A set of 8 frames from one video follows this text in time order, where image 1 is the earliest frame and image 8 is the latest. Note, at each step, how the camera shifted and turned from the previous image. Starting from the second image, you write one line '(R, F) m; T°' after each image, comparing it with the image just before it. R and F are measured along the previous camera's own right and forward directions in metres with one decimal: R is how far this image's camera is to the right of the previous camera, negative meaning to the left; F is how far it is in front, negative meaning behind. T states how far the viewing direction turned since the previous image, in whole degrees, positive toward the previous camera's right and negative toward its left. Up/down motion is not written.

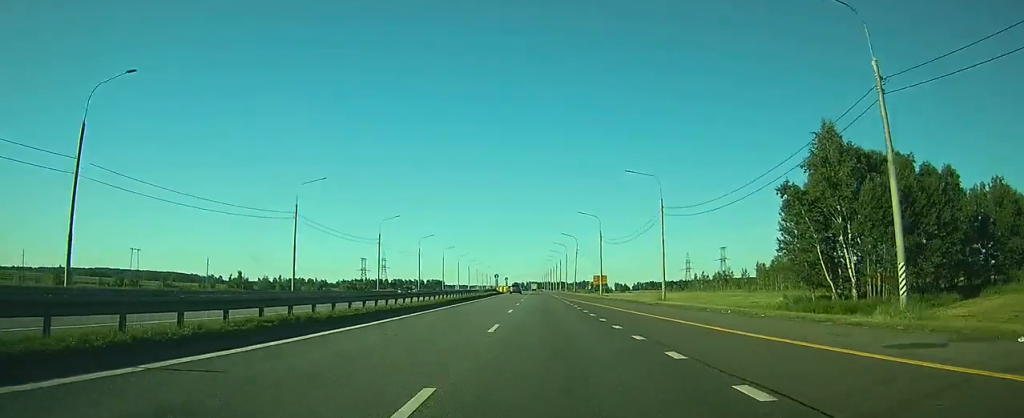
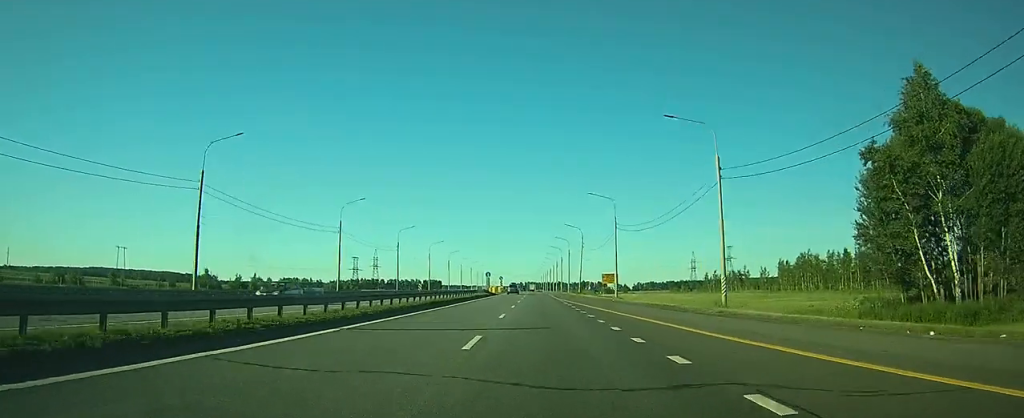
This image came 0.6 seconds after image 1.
(0.0, +16.5) m; 0°
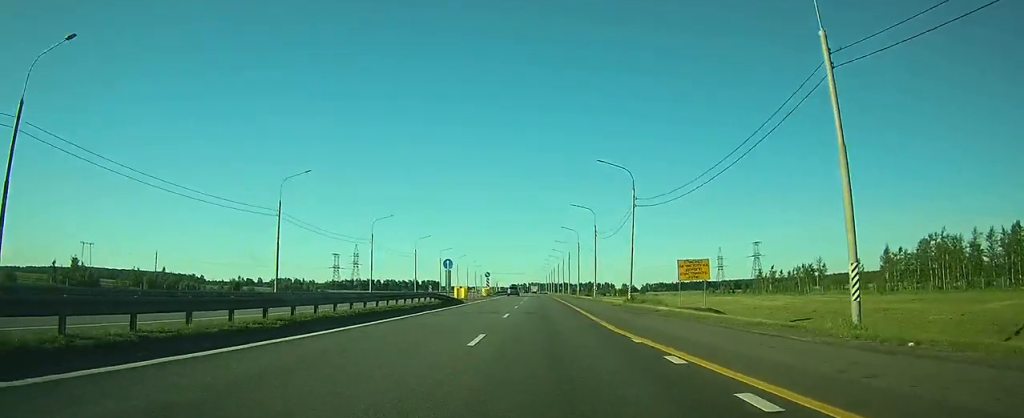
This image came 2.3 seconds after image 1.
(-0.1, +47.1) m; 0°
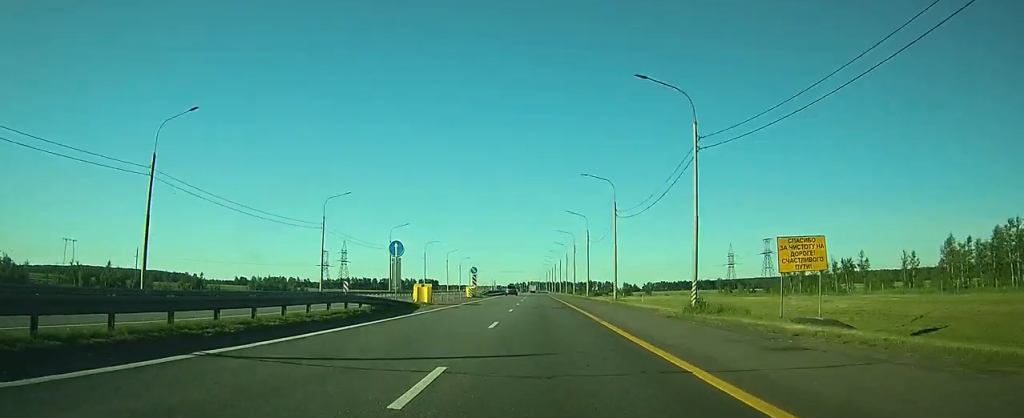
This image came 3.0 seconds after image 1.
(0.0, +18.7) m; 0°
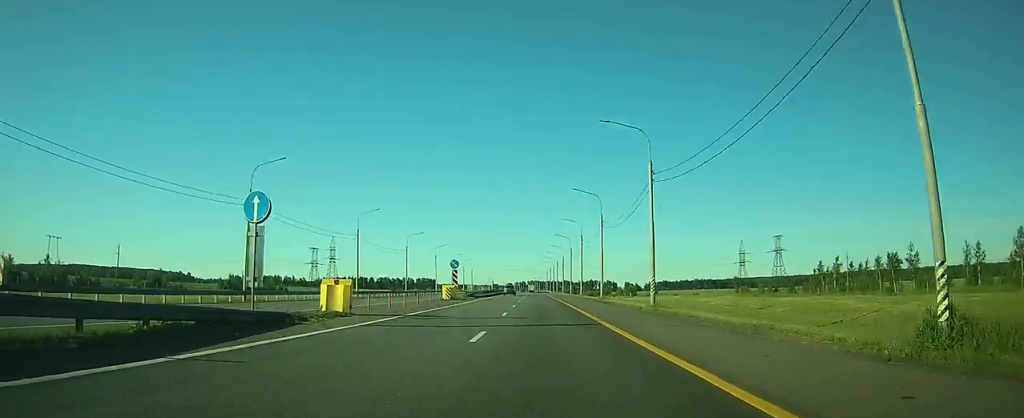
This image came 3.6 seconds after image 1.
(0.0, +16.9) m; 0°
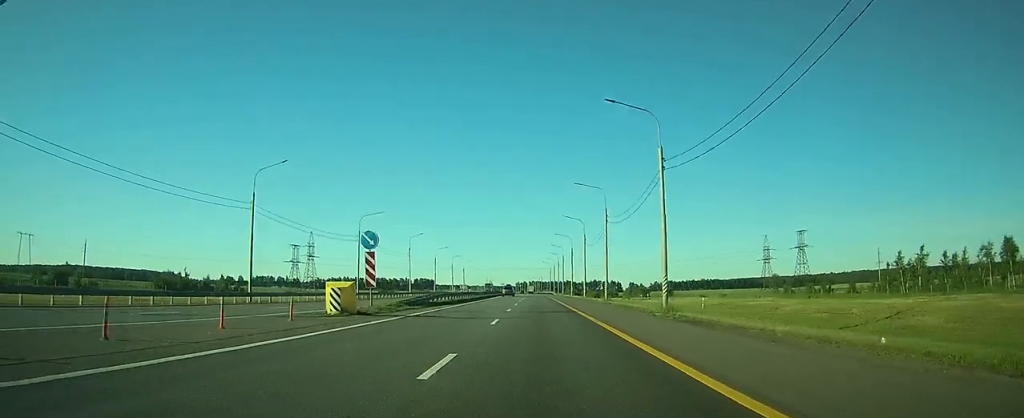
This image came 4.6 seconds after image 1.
(-0.2, +29.3) m; 0°
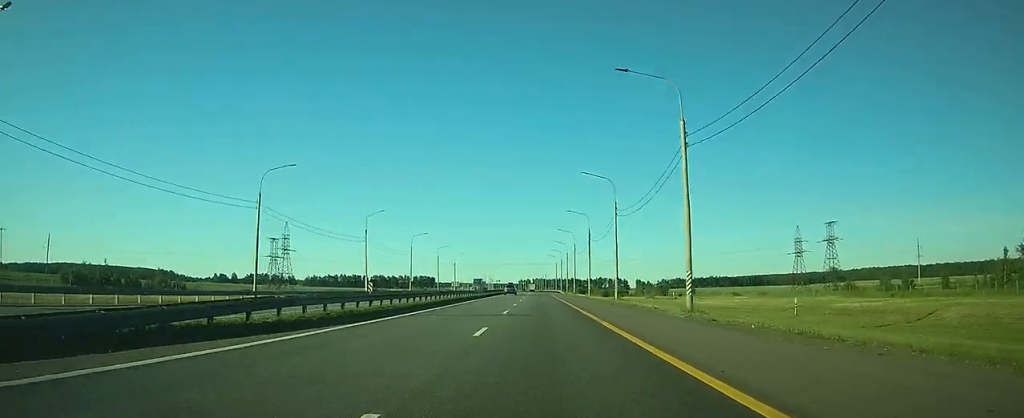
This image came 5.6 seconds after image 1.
(0.0, +29.4) m; 0°
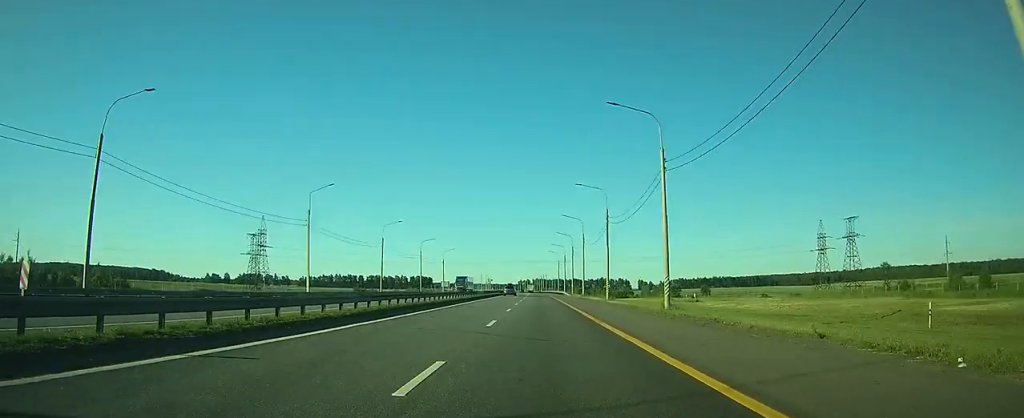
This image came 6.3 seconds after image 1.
(0.0, +20.1) m; 0°
